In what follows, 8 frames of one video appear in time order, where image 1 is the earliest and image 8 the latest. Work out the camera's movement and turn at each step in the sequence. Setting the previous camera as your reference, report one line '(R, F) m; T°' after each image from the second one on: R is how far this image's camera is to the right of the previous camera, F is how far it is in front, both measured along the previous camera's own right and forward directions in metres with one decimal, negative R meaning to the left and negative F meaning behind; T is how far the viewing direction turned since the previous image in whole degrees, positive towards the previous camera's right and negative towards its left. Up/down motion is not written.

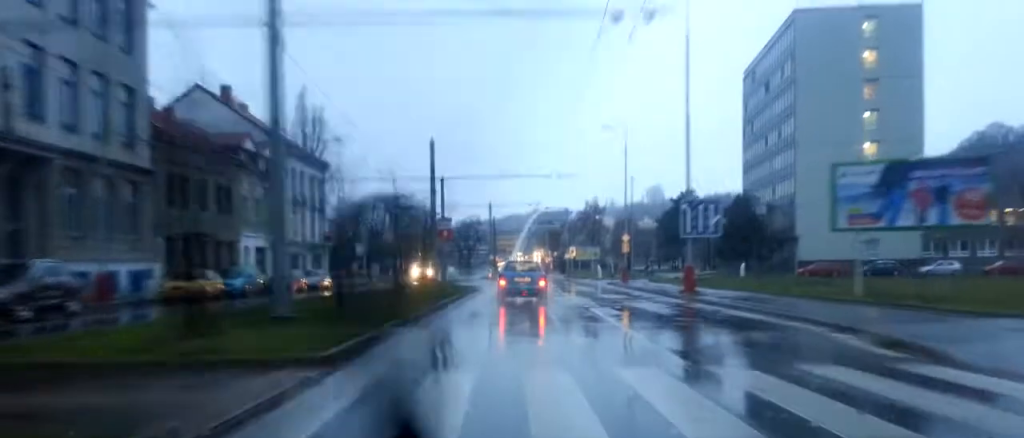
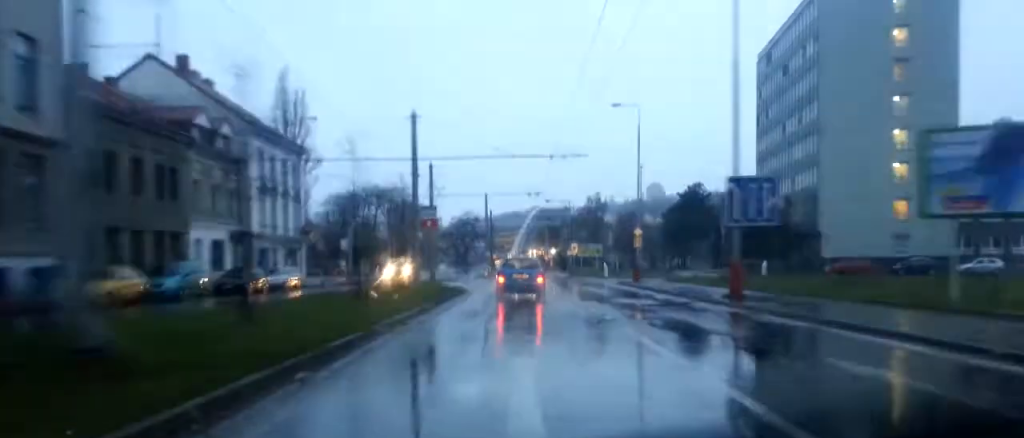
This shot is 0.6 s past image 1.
(0.0, +7.5) m; +1°
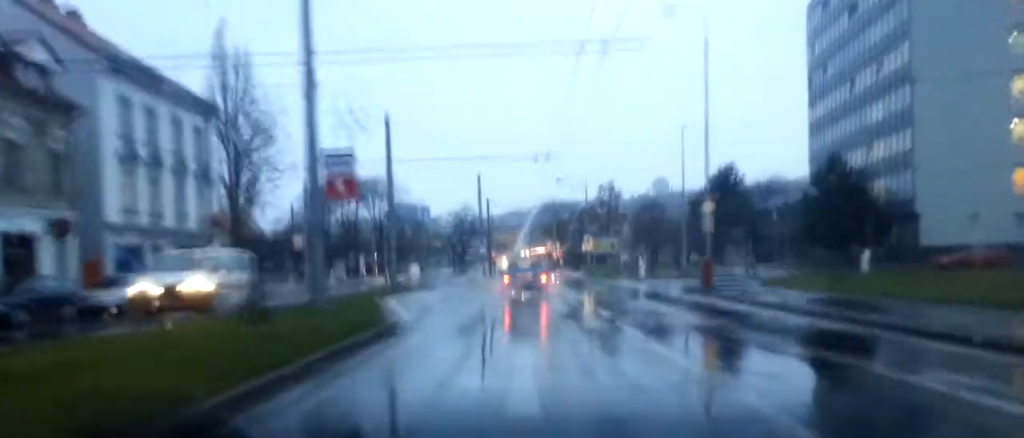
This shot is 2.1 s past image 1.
(-0.1, +19.9) m; -1°
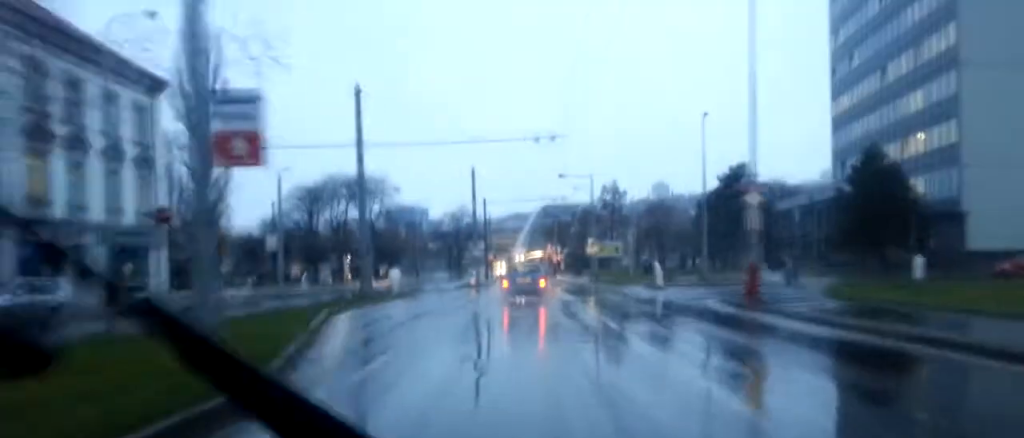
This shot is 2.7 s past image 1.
(-0.2, +7.0) m; 0°
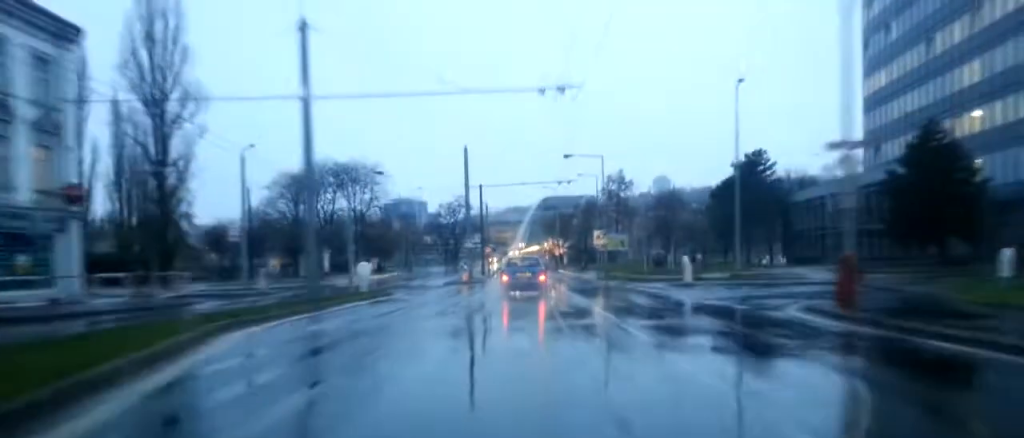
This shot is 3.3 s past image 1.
(+0.1, +8.2) m; +1°
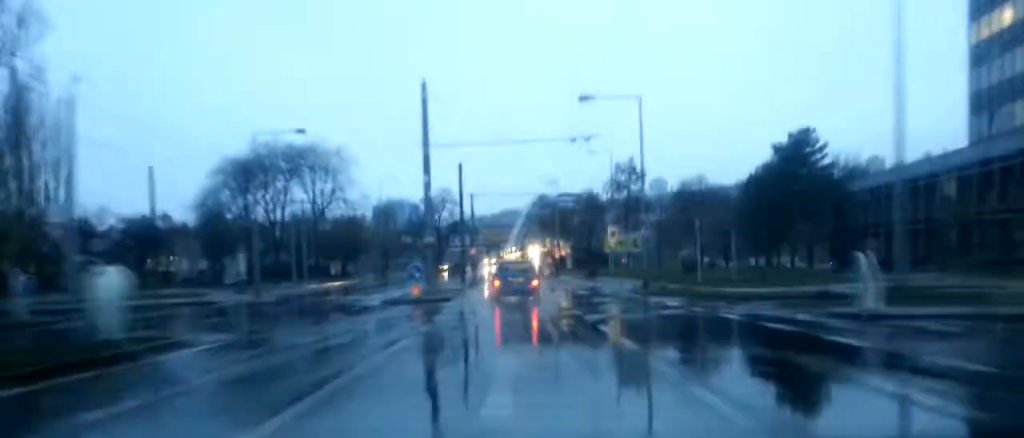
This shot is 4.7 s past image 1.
(+0.2, +20.6) m; +1°
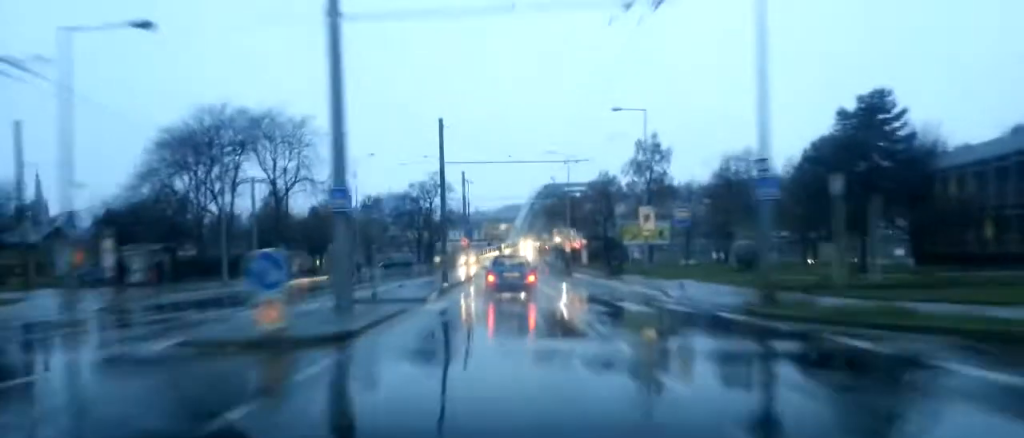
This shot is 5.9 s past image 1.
(+0.4, +17.5) m; +2°
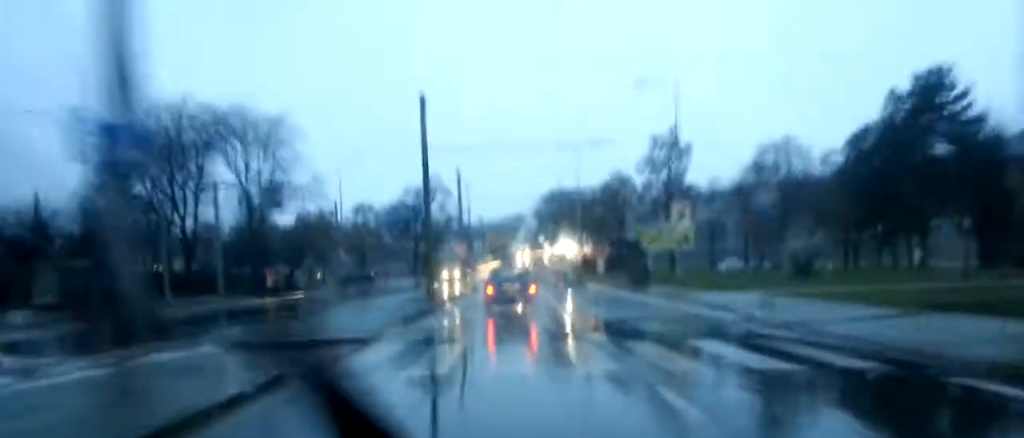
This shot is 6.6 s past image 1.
(+0.3, +9.6) m; 0°
